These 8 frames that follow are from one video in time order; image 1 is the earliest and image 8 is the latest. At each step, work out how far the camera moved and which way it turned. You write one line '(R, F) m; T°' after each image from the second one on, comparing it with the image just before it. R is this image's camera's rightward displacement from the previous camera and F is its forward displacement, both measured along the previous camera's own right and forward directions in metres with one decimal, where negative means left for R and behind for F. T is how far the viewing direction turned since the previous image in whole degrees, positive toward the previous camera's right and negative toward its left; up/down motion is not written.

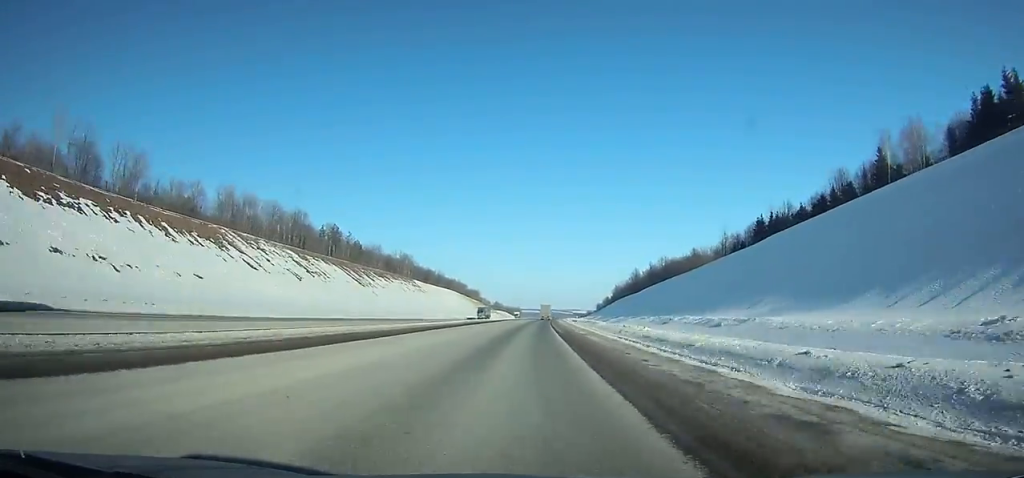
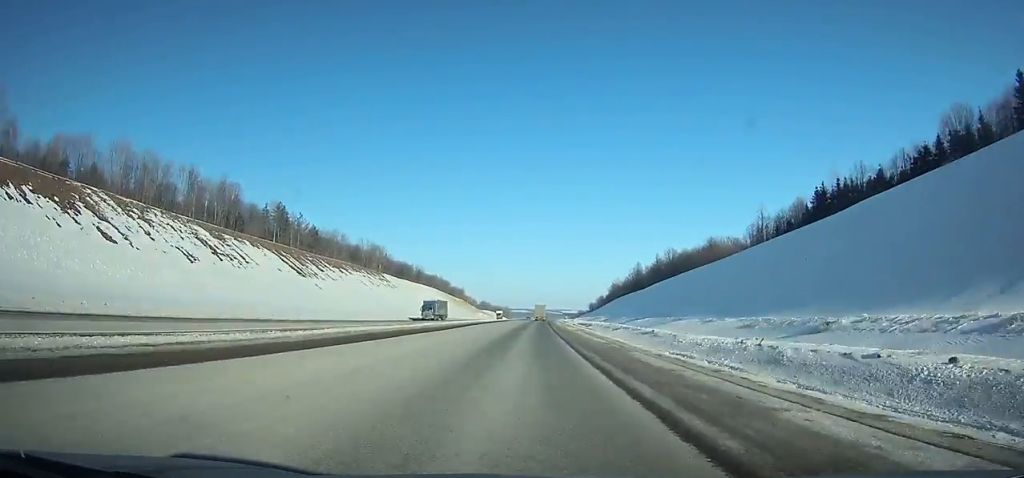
(+0.2, +40.3) m; +1°
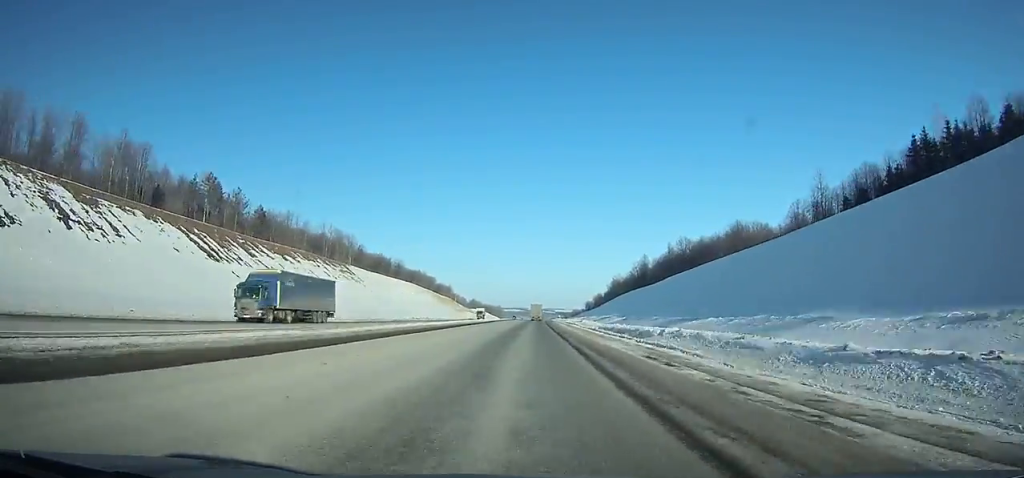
(+0.6, +37.4) m; +1°
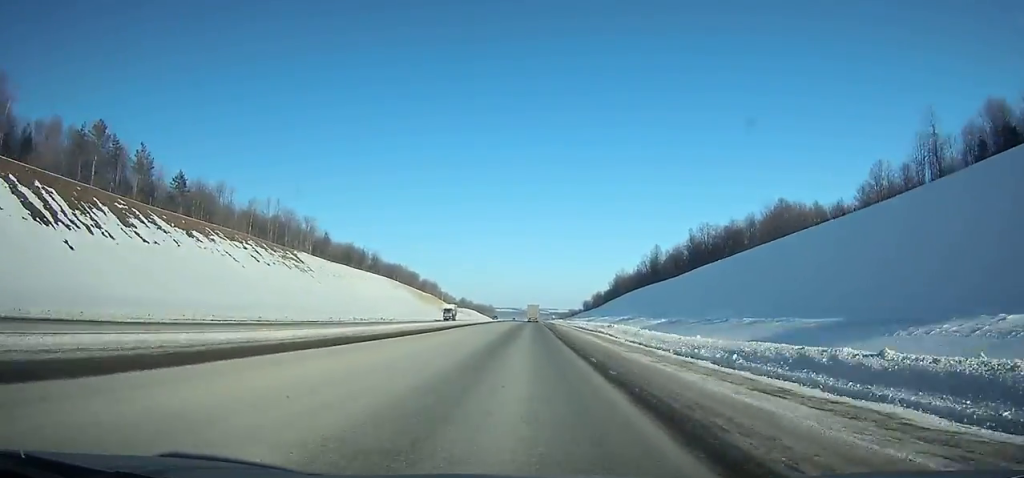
(+0.2, +40.4) m; +1°
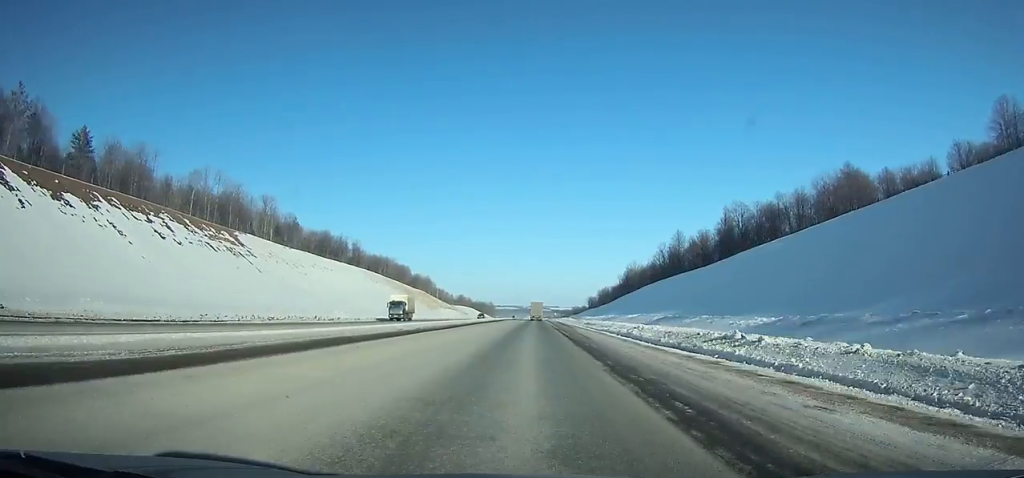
(+0.3, +34.2) m; 0°
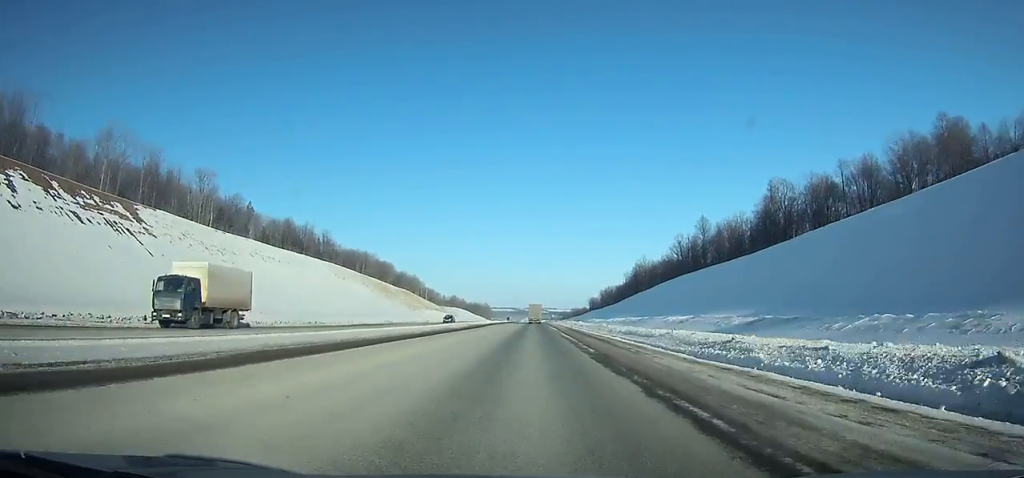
(+0.2, +34.2) m; 0°
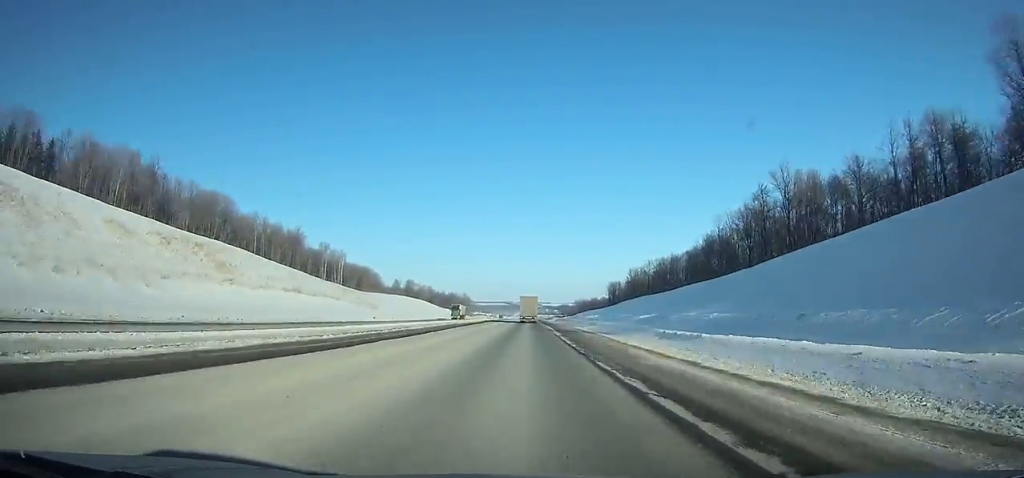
(+1.1, +157.2) m; 0°
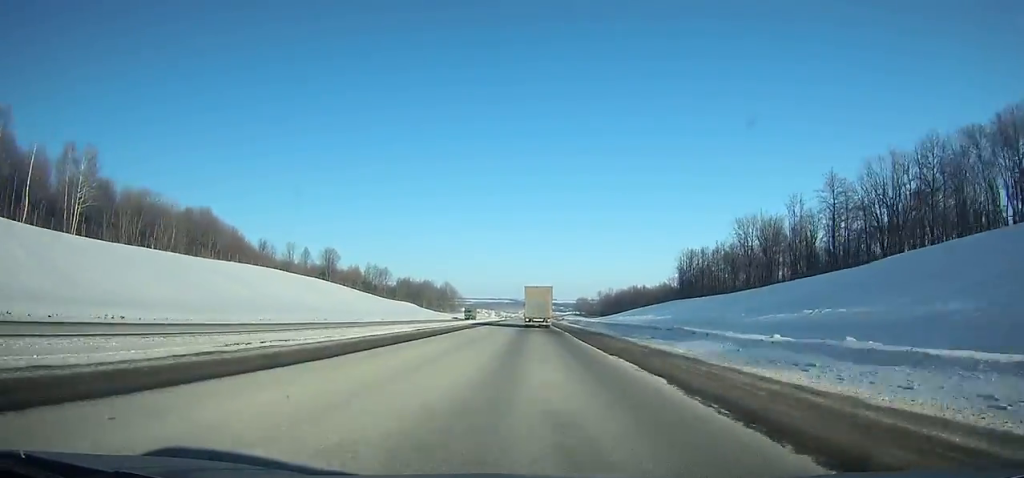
(-1.0, +158.1) m; -1°
